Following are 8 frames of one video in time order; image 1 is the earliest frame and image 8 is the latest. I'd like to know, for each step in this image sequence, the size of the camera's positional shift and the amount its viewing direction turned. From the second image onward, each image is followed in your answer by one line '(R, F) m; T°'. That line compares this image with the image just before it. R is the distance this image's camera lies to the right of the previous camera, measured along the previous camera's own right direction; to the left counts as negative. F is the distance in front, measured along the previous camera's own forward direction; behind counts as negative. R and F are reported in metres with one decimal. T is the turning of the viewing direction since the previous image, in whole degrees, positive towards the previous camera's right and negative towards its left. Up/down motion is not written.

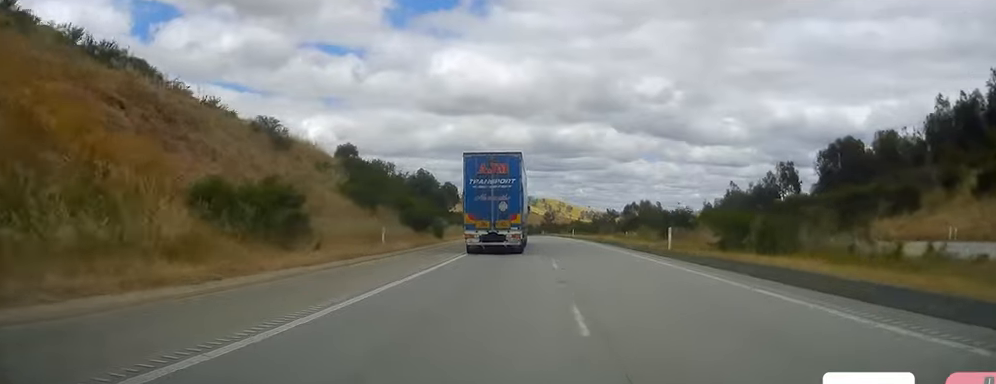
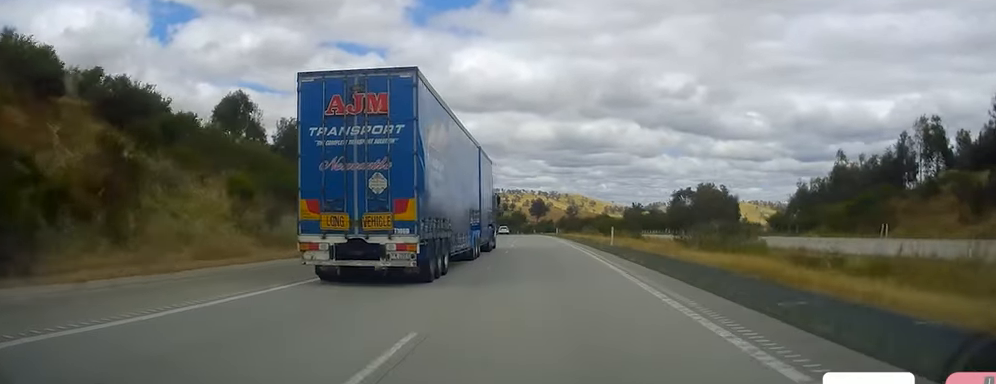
(+0.6, +52.5) m; +1°
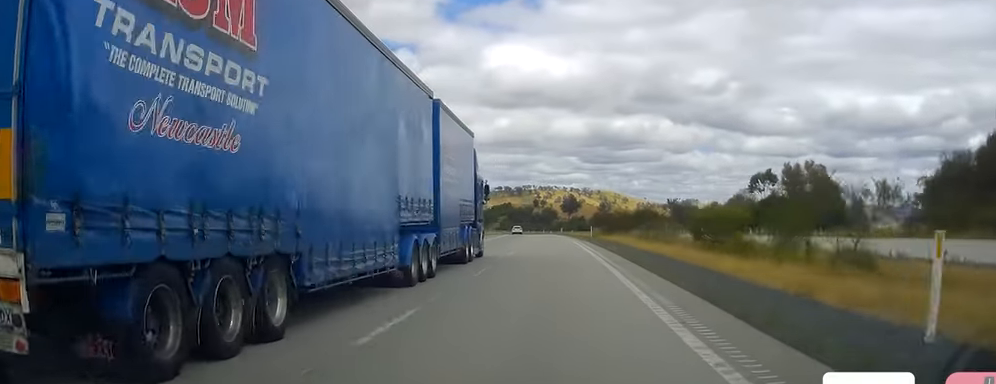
(-0.2, +35.0) m; -2°
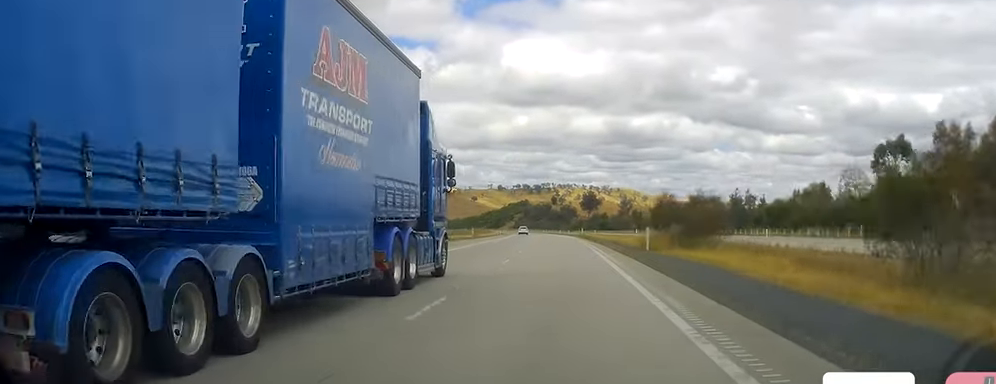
(-1.3, +34.8) m; -3°
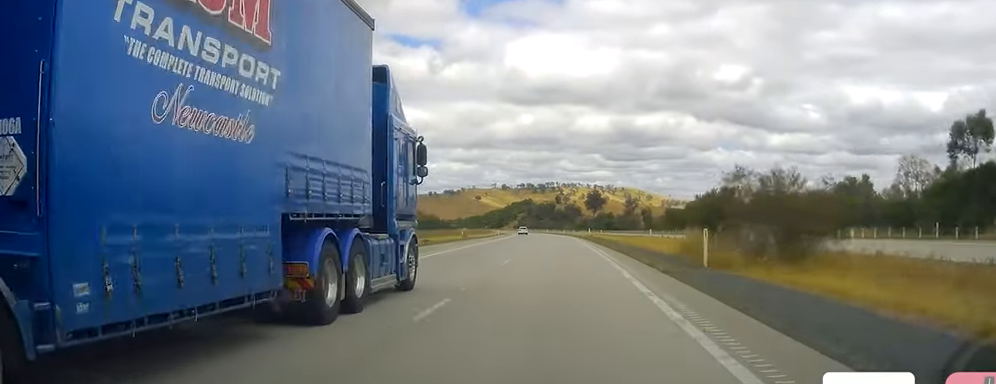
(-0.1, +12.5) m; -1°
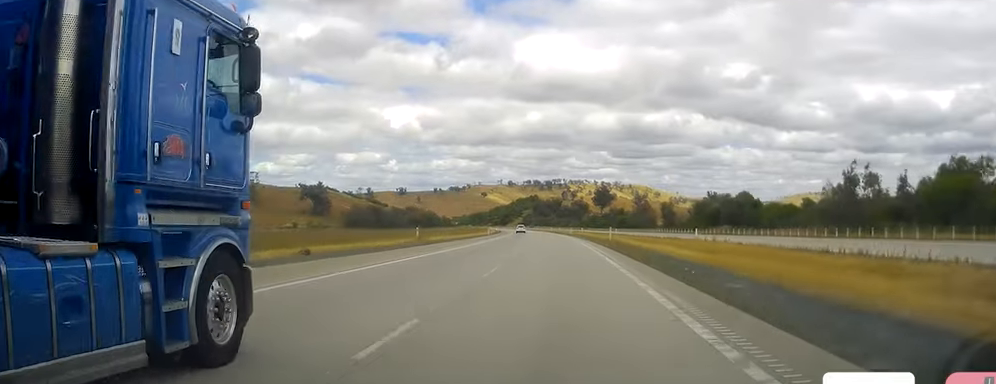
(0.0, +27.0) m; 0°
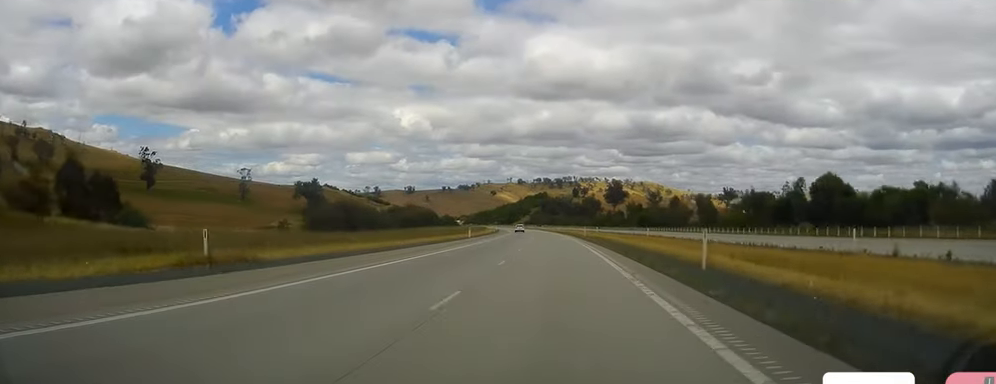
(-0.1, +32.8) m; -1°
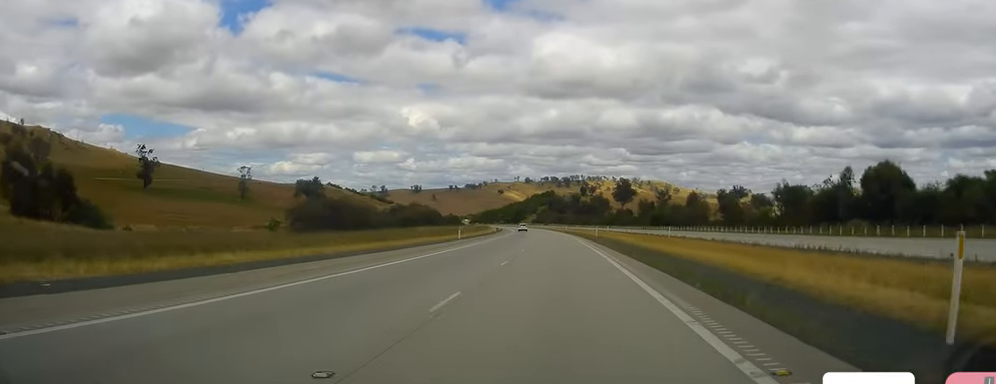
(-0.1, +12.6) m; 0°
